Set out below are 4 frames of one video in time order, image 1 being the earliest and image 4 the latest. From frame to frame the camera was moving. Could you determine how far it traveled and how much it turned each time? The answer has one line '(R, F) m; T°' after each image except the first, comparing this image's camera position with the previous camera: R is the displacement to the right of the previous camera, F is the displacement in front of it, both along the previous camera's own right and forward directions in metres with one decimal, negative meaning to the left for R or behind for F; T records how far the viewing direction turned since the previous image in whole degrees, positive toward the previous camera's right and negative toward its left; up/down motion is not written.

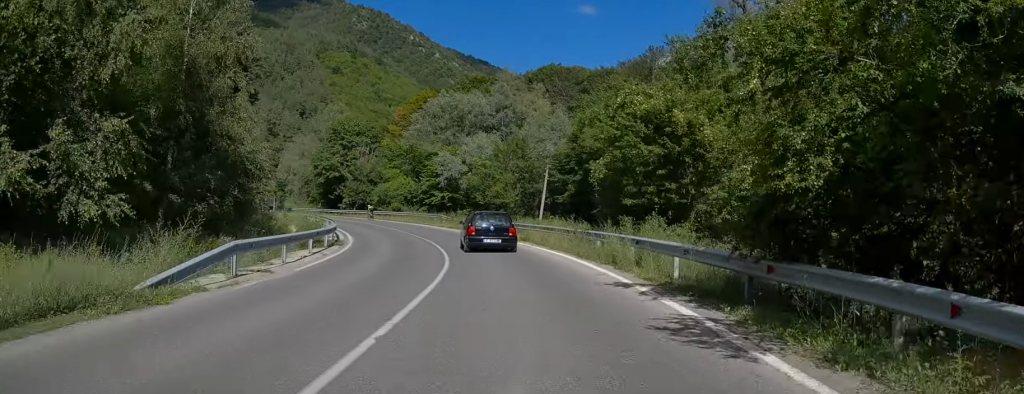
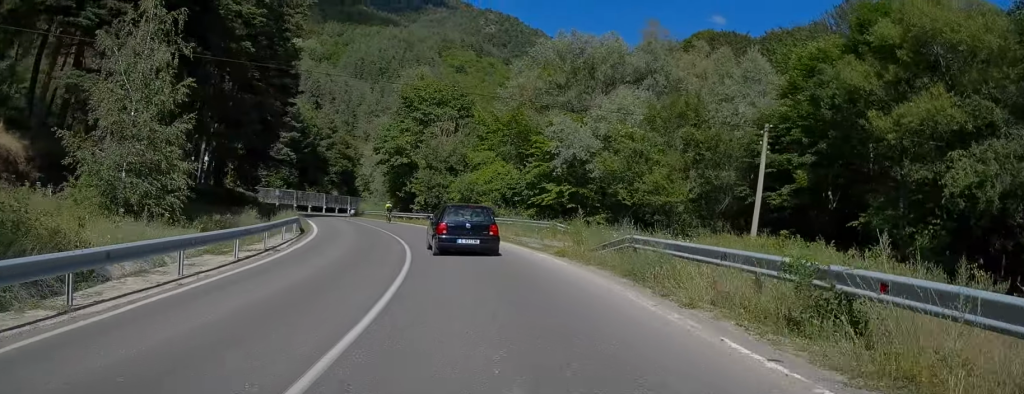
(-2.0, +25.6) m; -12°
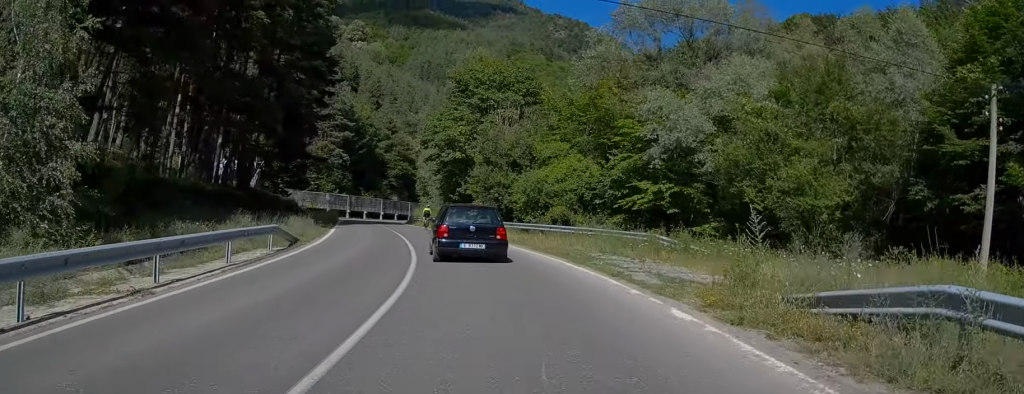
(-0.3, +9.6) m; -7°
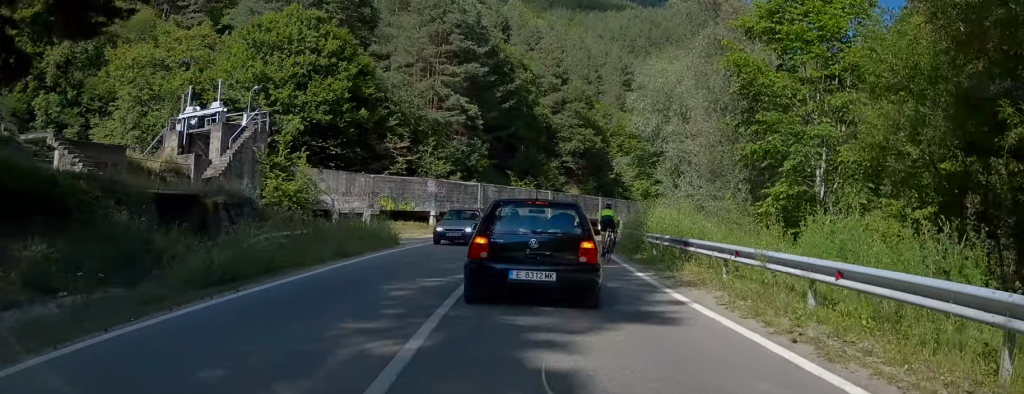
(-9.4, +50.2) m; -12°
